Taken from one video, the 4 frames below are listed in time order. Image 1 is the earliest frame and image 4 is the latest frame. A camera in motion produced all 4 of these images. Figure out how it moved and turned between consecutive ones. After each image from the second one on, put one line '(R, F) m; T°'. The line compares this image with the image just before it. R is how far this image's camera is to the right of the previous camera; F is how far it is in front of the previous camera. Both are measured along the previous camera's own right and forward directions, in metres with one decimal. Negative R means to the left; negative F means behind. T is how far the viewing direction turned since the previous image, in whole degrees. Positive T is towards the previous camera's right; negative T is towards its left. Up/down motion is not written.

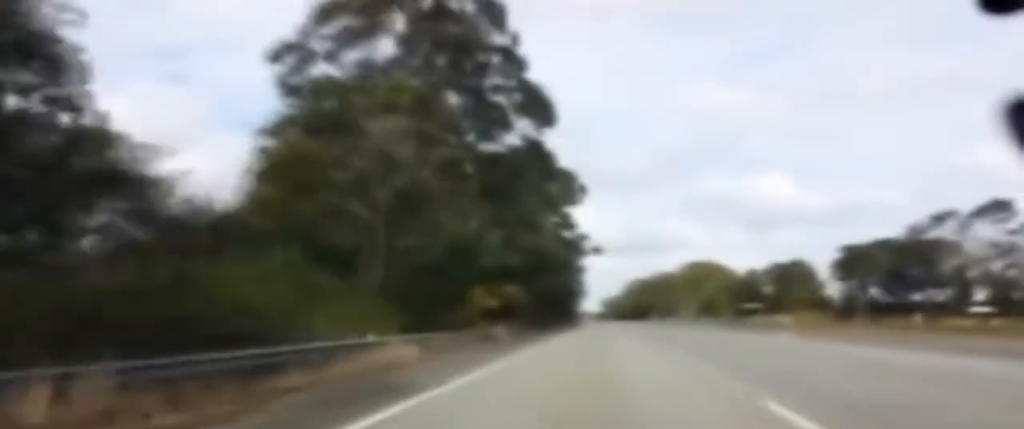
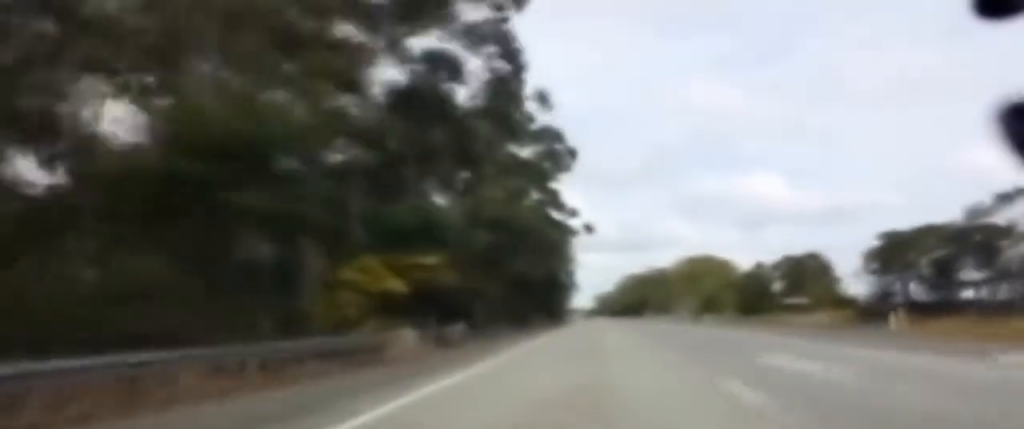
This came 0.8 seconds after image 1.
(-0.2, +22.8) m; 0°
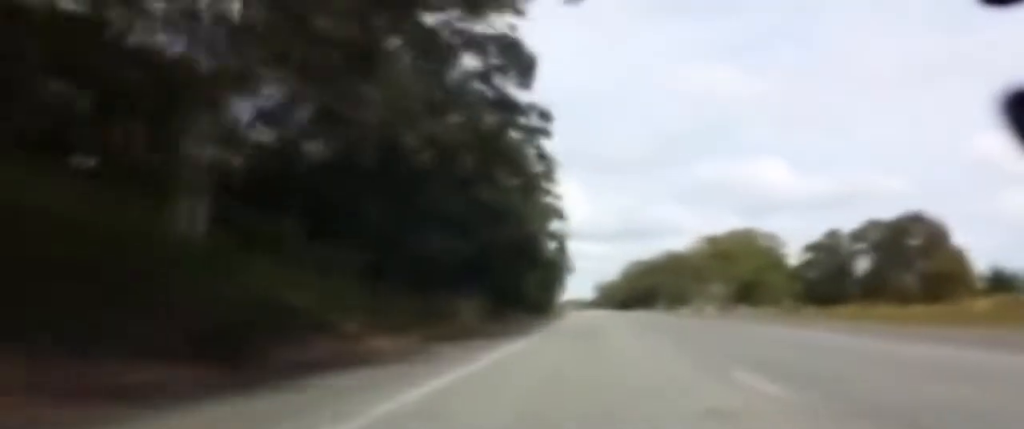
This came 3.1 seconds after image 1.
(+0.3, +63.3) m; +1°
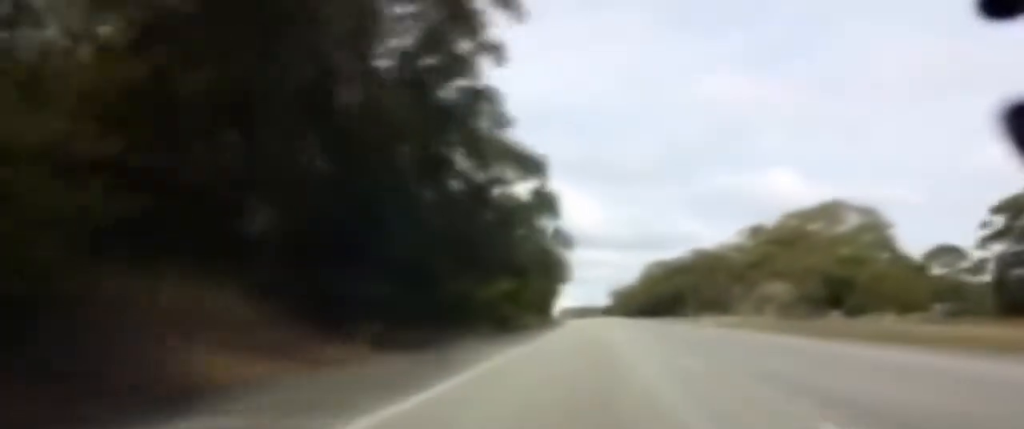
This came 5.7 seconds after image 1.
(-0.2, +71.6) m; -1°
